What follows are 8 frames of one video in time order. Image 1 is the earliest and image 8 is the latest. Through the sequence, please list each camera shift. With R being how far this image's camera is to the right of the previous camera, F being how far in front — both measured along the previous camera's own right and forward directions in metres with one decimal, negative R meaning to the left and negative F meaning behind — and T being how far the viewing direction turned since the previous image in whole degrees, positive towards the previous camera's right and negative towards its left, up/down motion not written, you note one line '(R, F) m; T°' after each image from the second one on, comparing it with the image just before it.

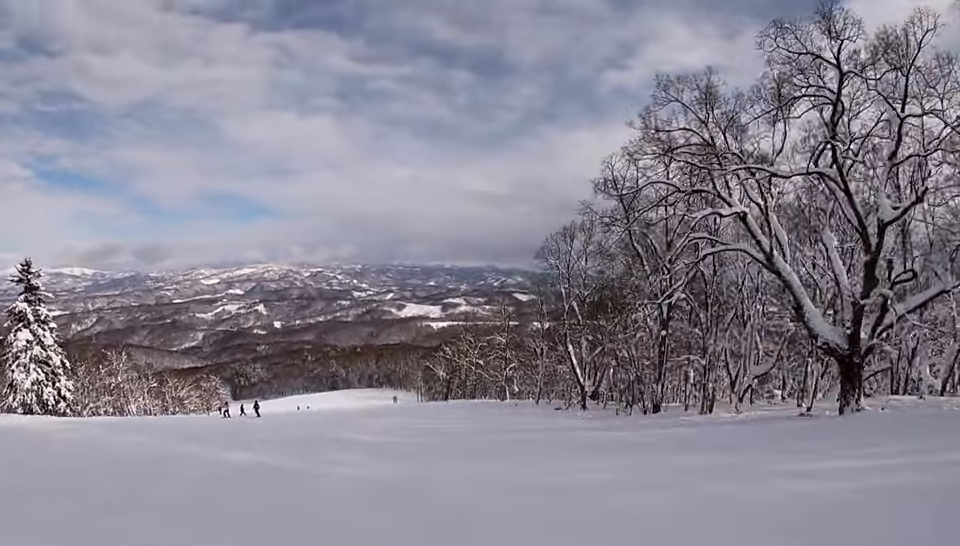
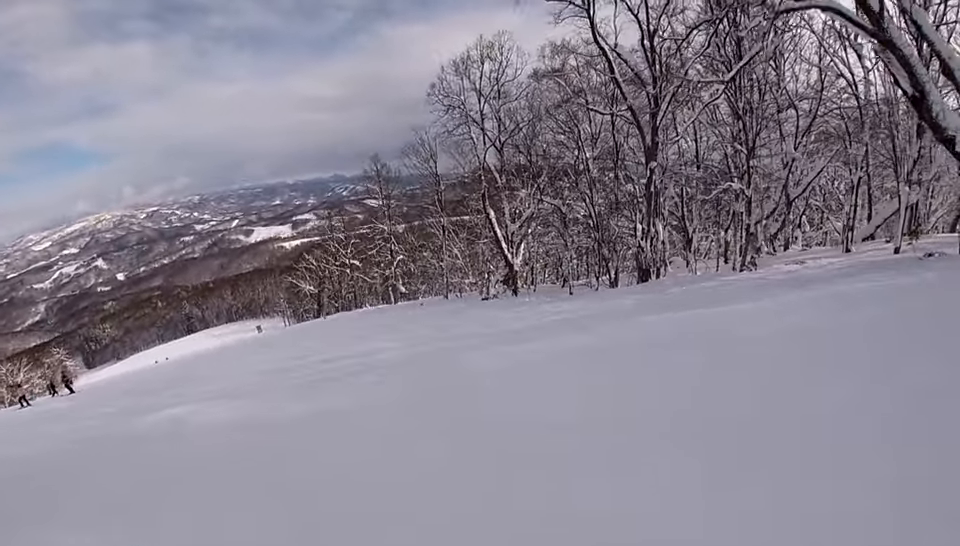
(+1.7, +11.5) m; +12°
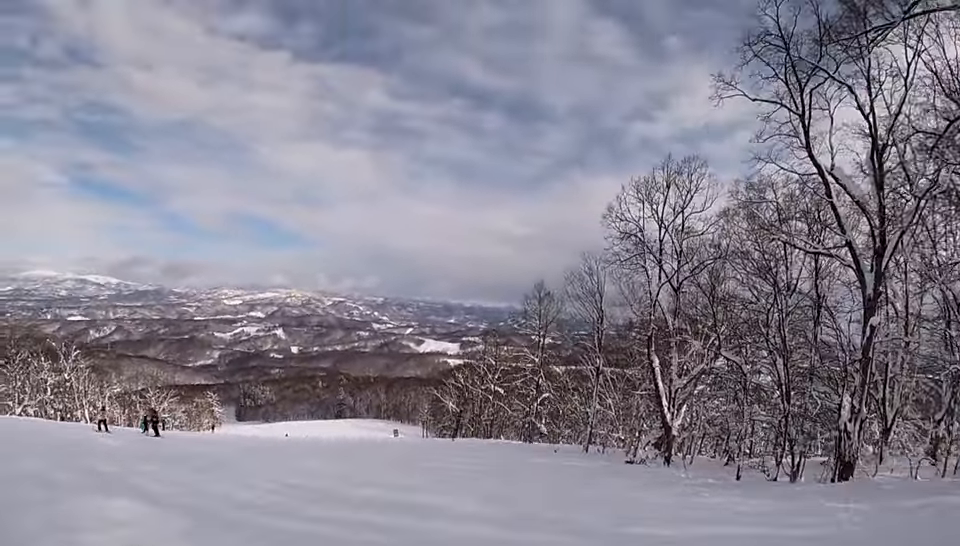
(+0.3, +5.3) m; -7°
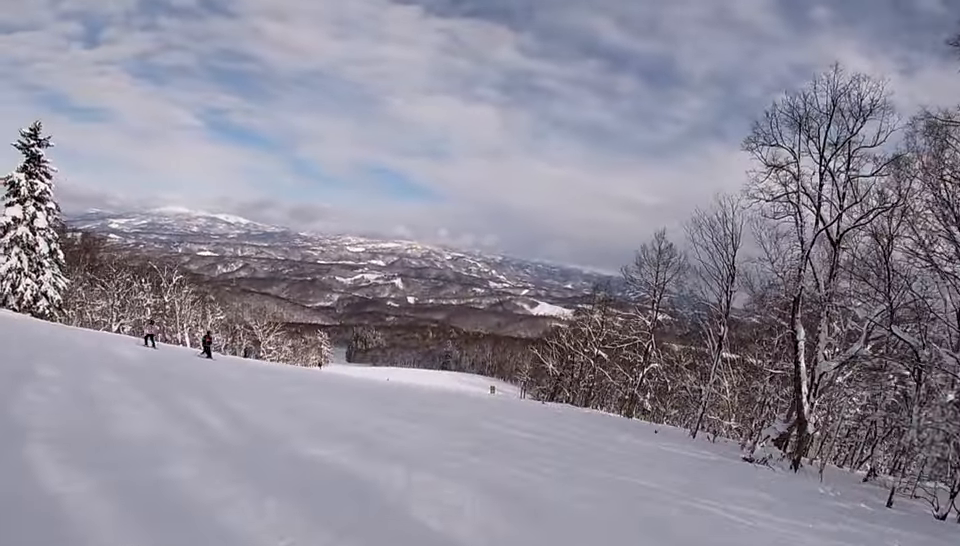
(-0.5, +5.1) m; -18°
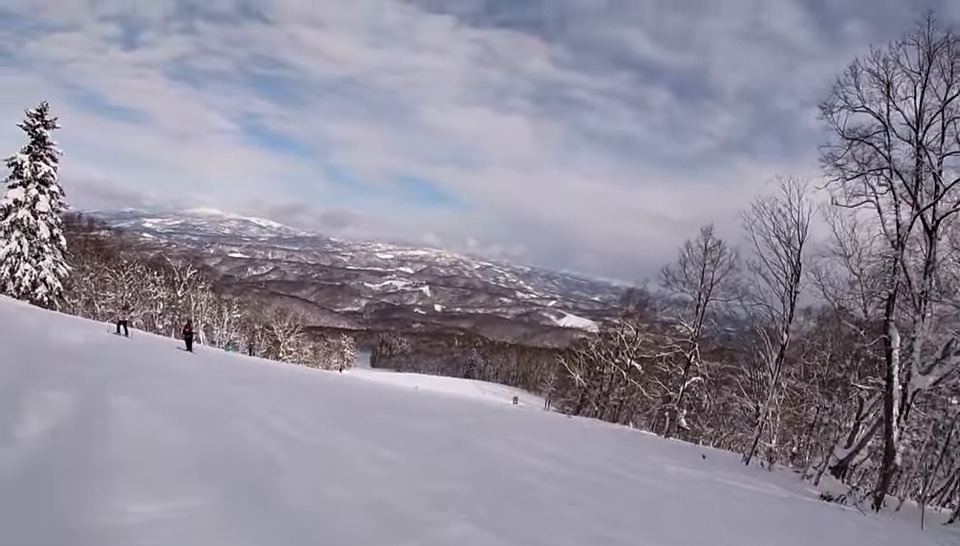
(-0.9, +4.0) m; -8°
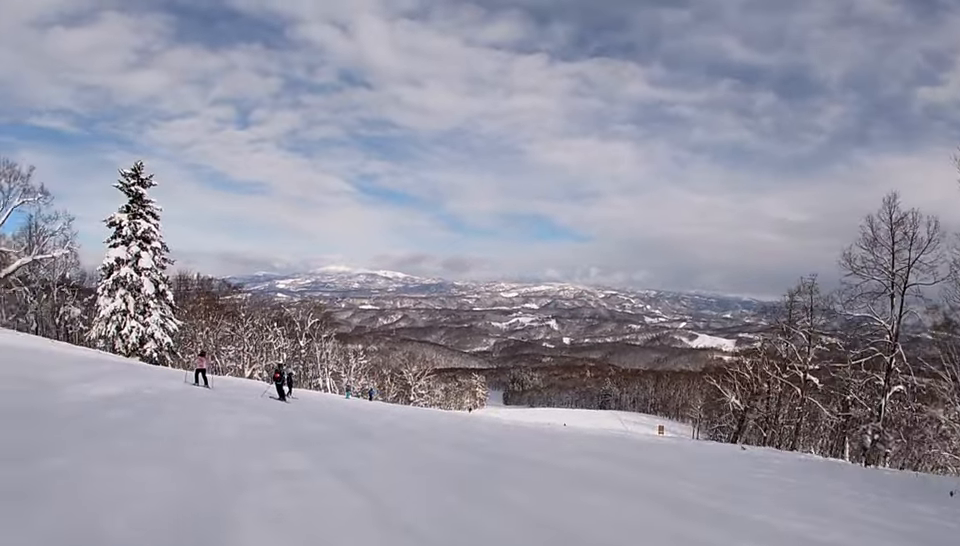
(-0.7, +5.6) m; -2°
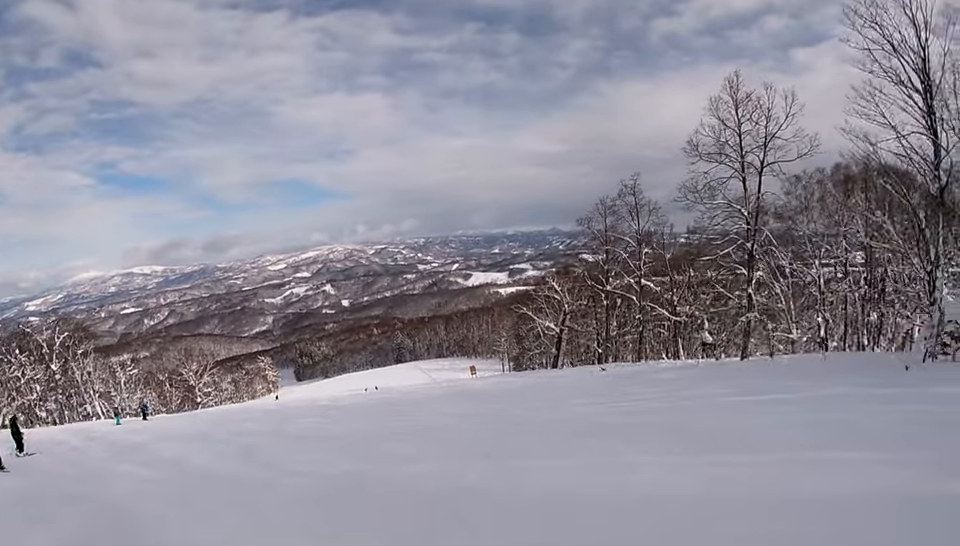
(+0.4, +6.9) m; +13°
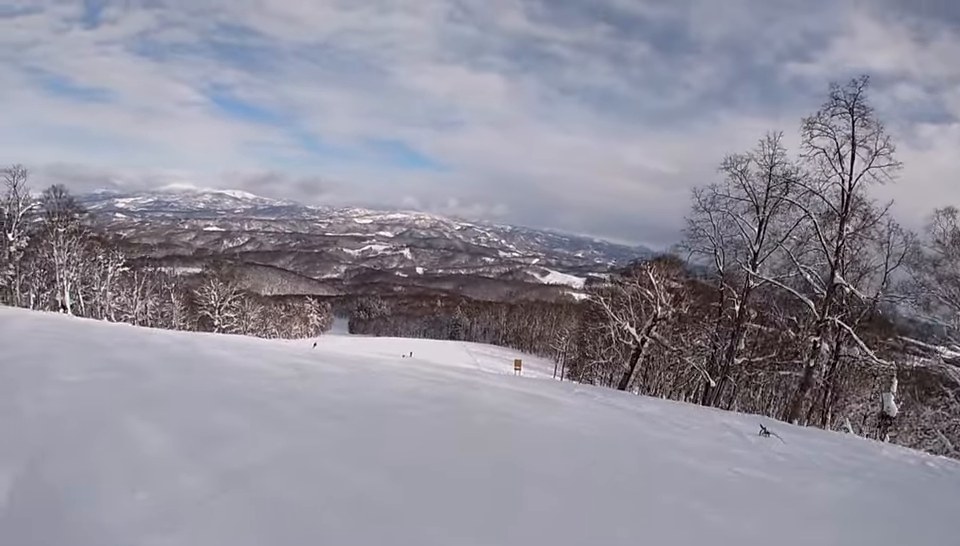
(+2.7, +17.3) m; +6°
